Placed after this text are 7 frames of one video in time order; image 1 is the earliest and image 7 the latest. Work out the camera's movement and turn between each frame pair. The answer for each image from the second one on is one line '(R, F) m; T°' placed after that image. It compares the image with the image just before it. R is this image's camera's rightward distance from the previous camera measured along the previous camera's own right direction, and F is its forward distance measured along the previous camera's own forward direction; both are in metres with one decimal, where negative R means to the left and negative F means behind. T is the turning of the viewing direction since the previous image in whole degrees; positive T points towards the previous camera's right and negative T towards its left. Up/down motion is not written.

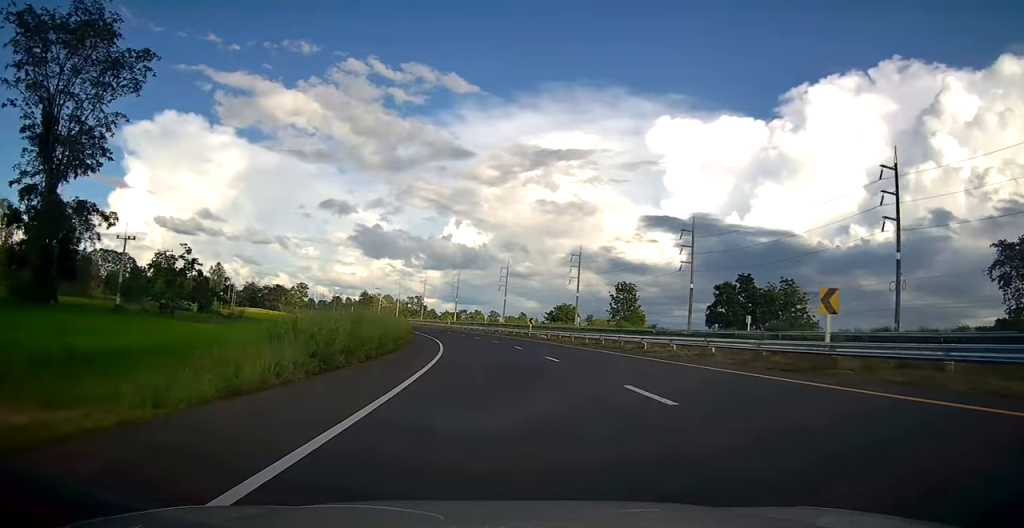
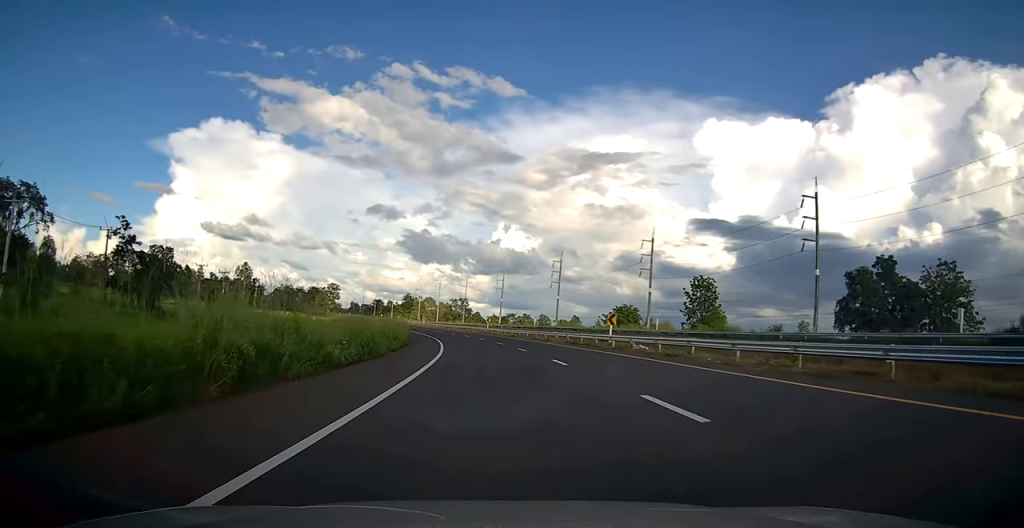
(-1.1, +25.2) m; -5°
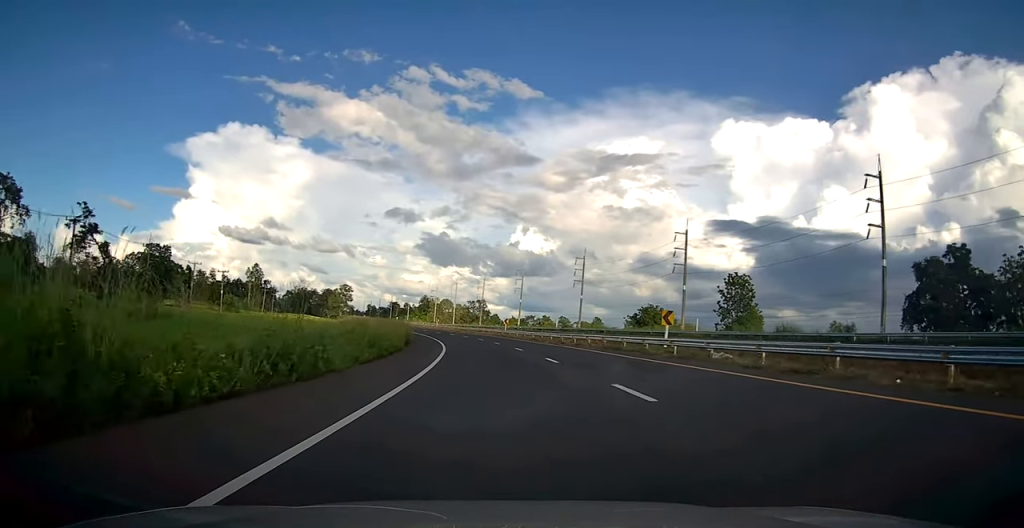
(-0.3, +9.5) m; -2°
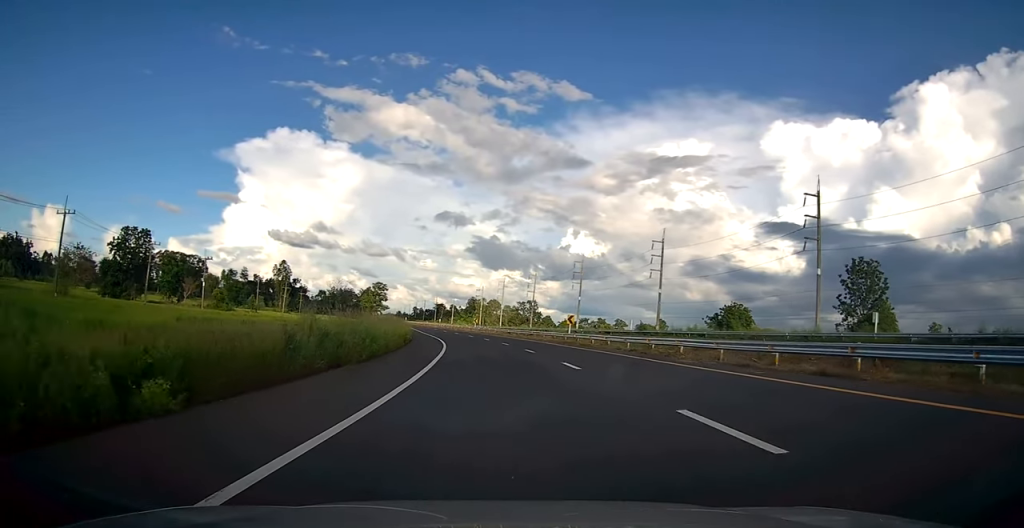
(-1.3, +27.9) m; -5°
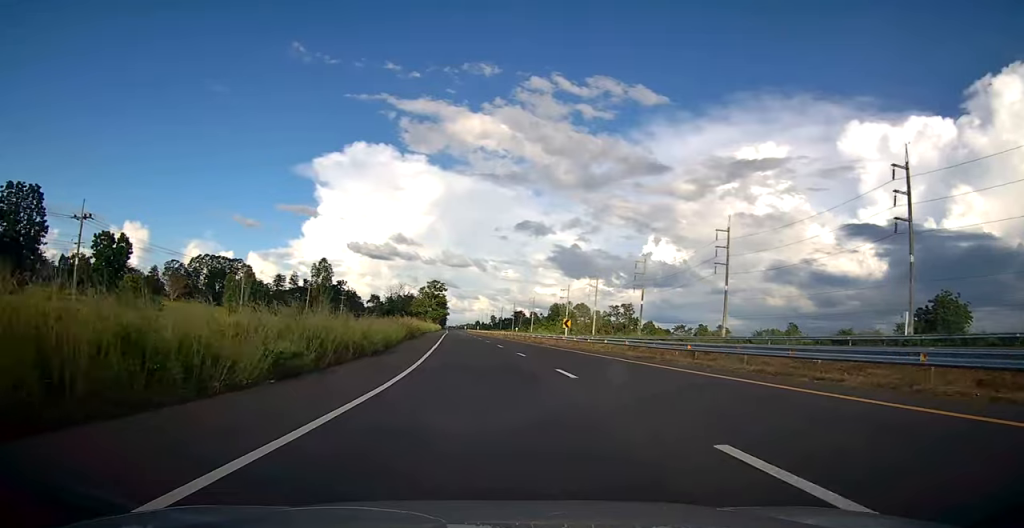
(-3.6, +50.3) m; -10°
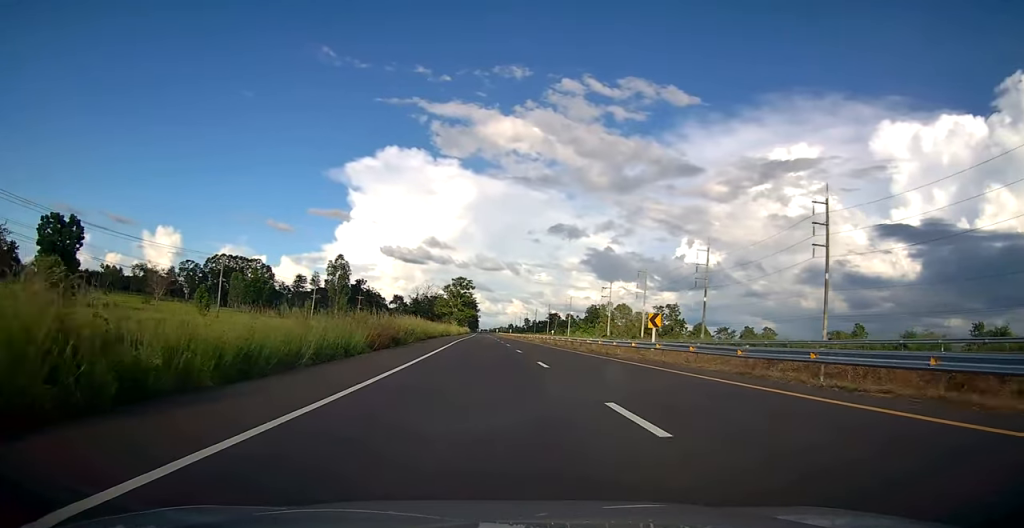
(-0.9, +20.2) m; -3°
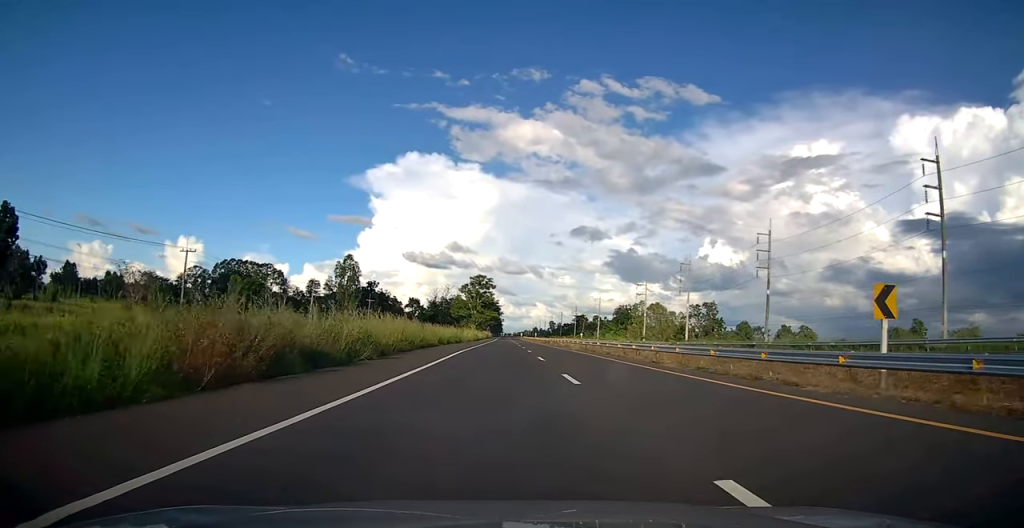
(-0.4, +16.8) m; -2°
